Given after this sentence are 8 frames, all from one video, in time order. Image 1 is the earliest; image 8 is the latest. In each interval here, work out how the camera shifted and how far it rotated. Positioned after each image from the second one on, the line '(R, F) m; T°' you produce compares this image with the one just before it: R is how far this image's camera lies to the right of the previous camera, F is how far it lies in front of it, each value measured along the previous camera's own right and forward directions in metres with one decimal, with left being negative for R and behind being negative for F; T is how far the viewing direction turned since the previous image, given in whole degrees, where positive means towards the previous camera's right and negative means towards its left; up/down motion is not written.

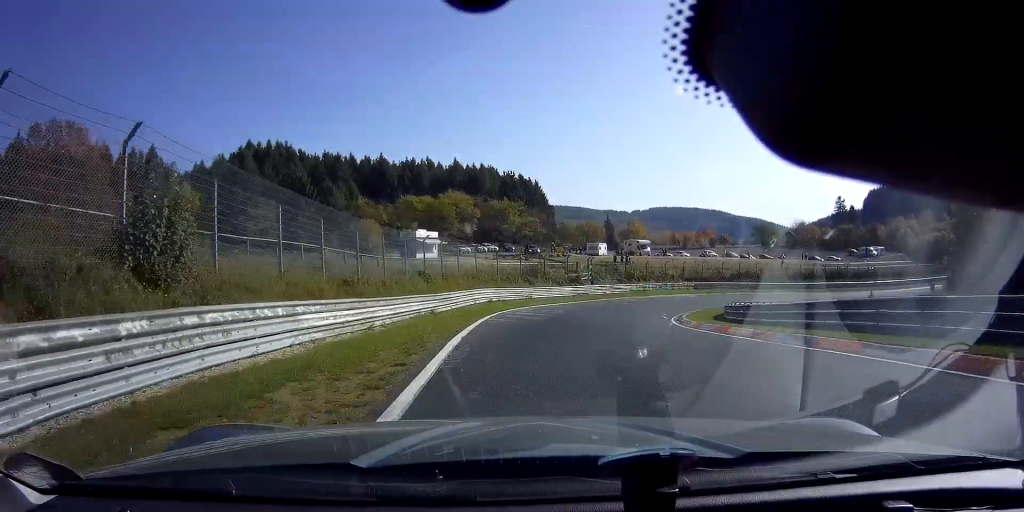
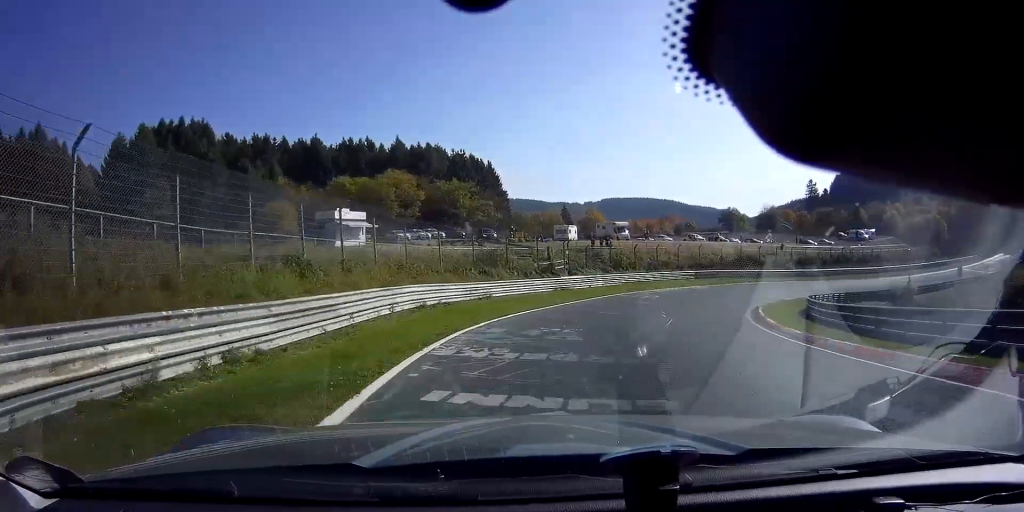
(+0.9, +18.1) m; +10°
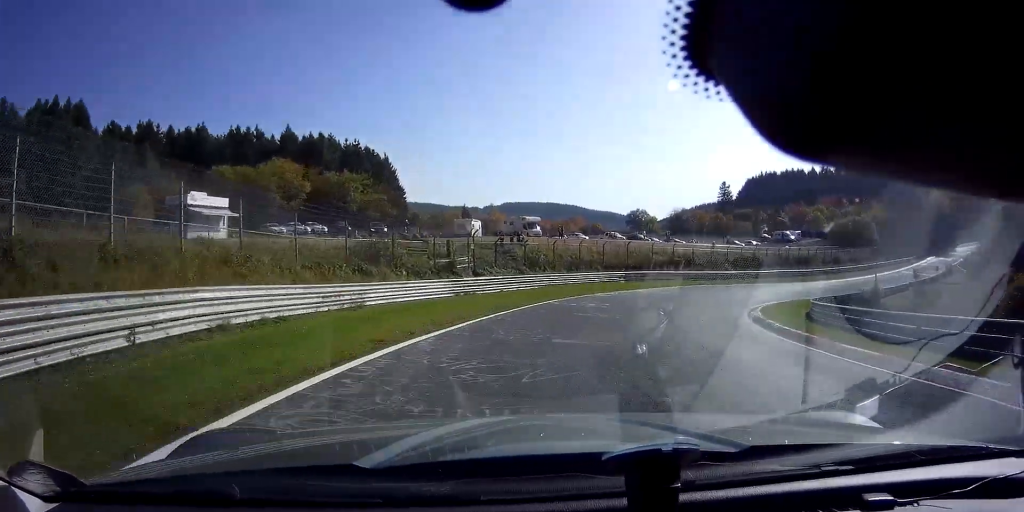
(-0.4, +11.6) m; +8°
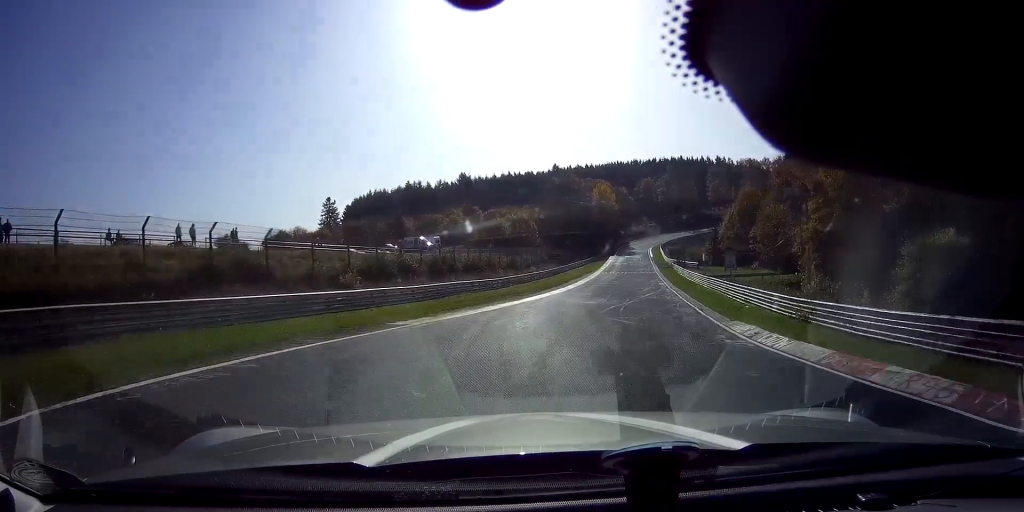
(+15.4, +39.0) m; +36°
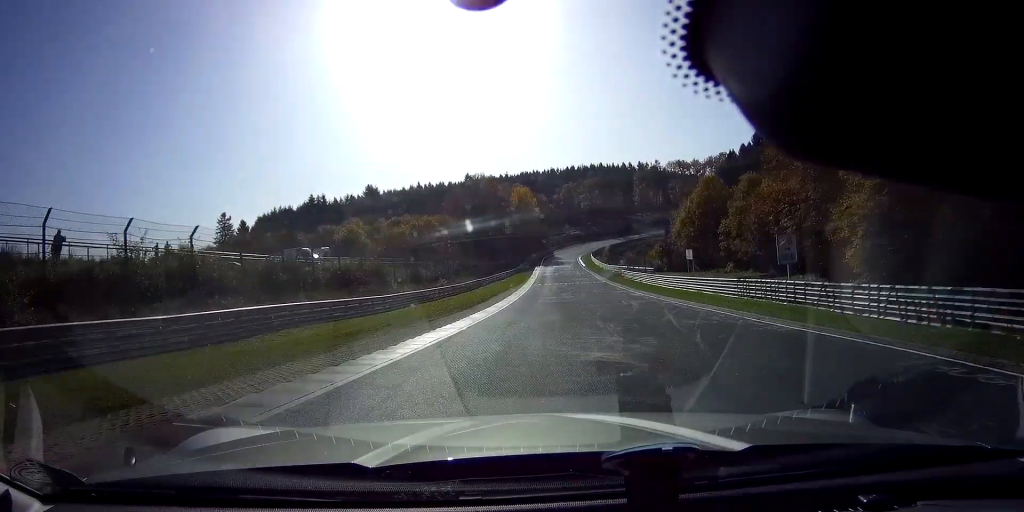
(+2.0, +19.4) m; +8°
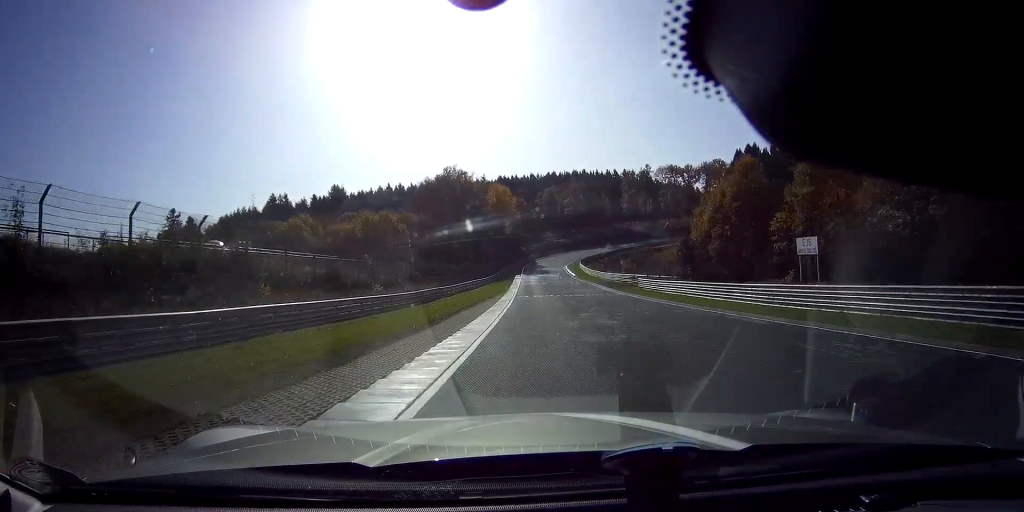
(+1.0, +19.7) m; +4°
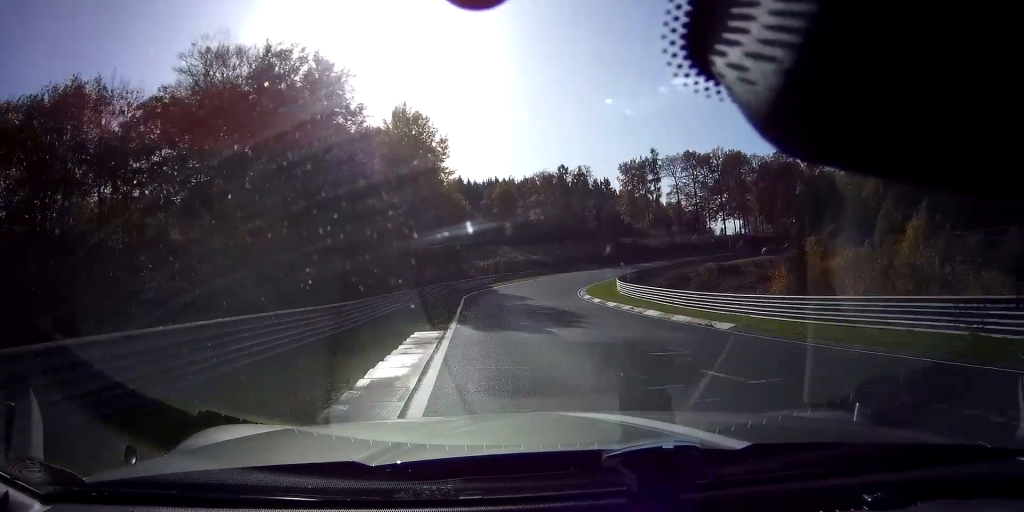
(+5.1, +76.8) m; +10°
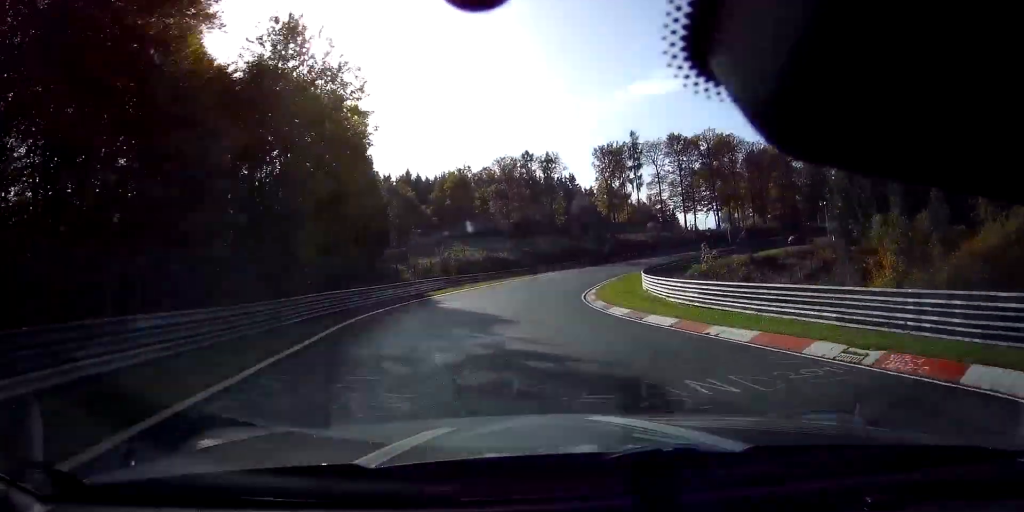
(+0.8, +21.0) m; +6°
